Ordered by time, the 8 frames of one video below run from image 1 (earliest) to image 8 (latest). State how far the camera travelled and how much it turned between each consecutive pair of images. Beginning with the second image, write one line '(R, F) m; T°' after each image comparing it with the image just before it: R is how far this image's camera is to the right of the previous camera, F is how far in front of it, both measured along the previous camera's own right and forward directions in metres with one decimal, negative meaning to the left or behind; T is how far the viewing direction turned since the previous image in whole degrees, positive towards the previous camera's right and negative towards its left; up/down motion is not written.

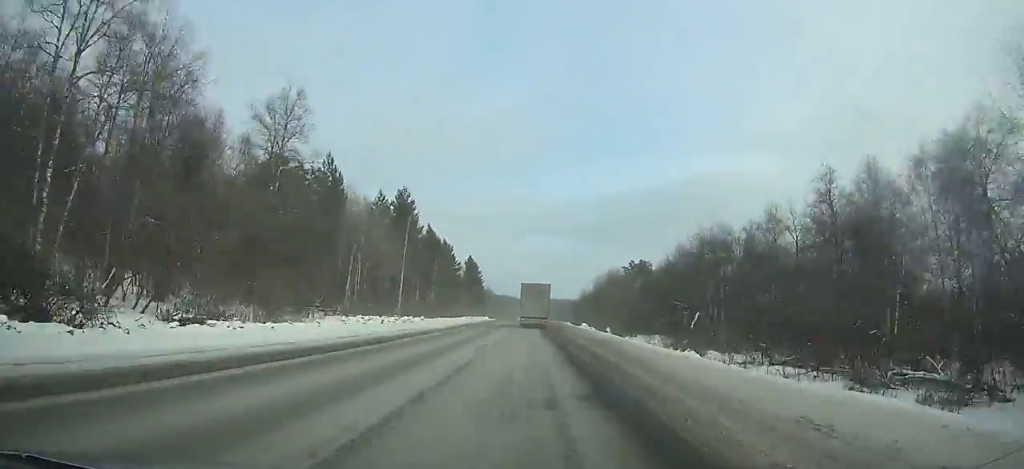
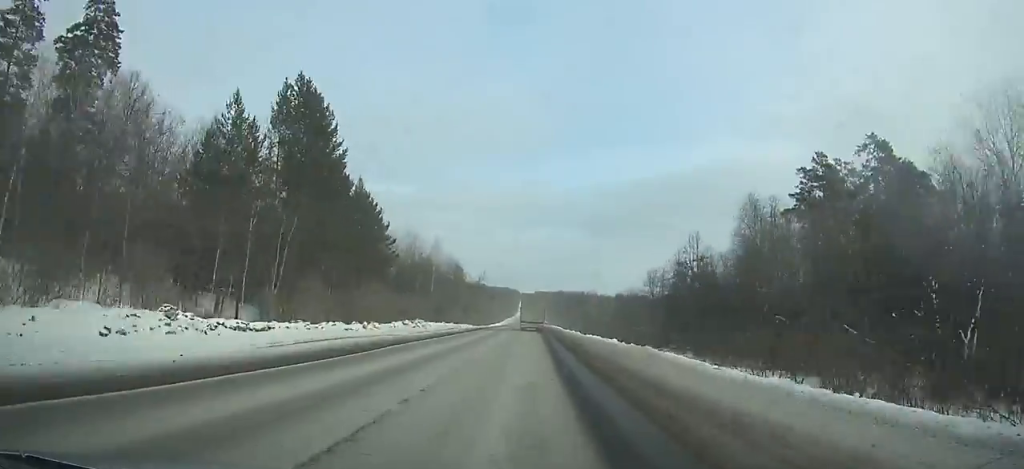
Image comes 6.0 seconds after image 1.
(-0.5, +137.1) m; 0°
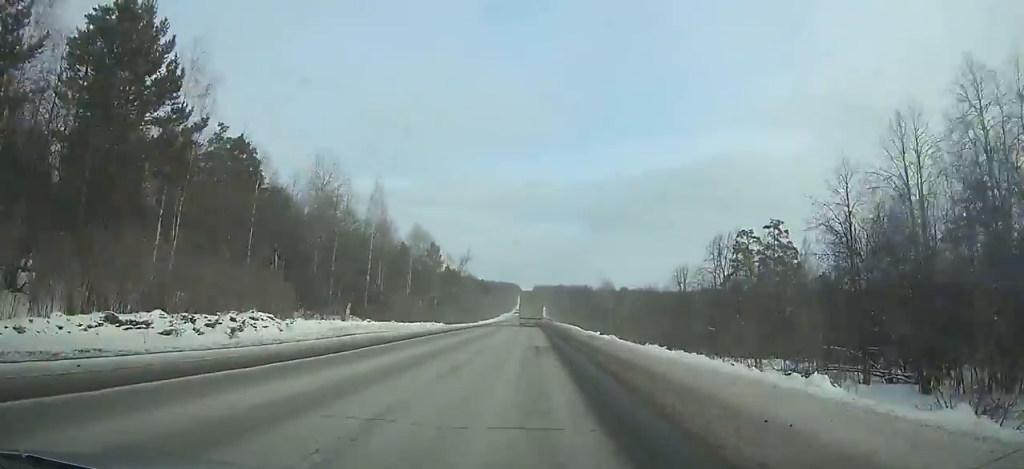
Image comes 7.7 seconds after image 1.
(0.0, +39.6) m; 0°
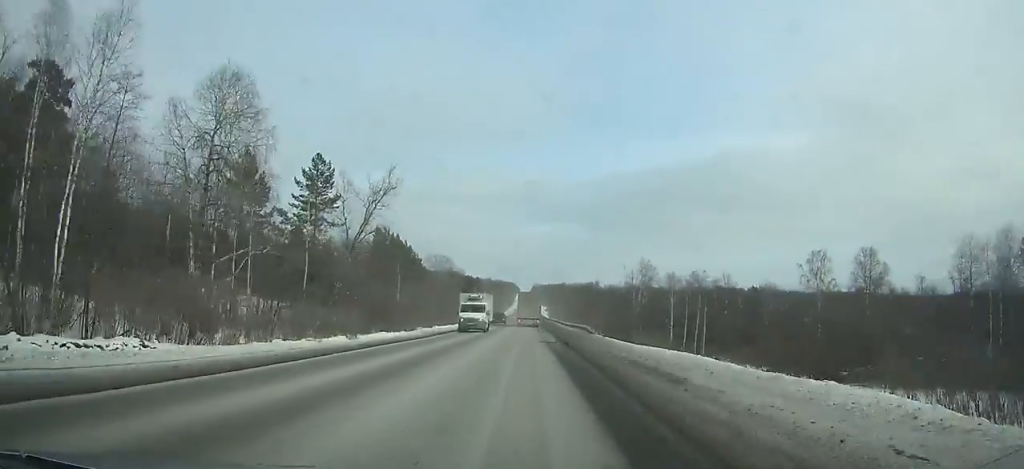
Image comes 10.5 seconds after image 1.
(0.0, +66.1) m; 0°
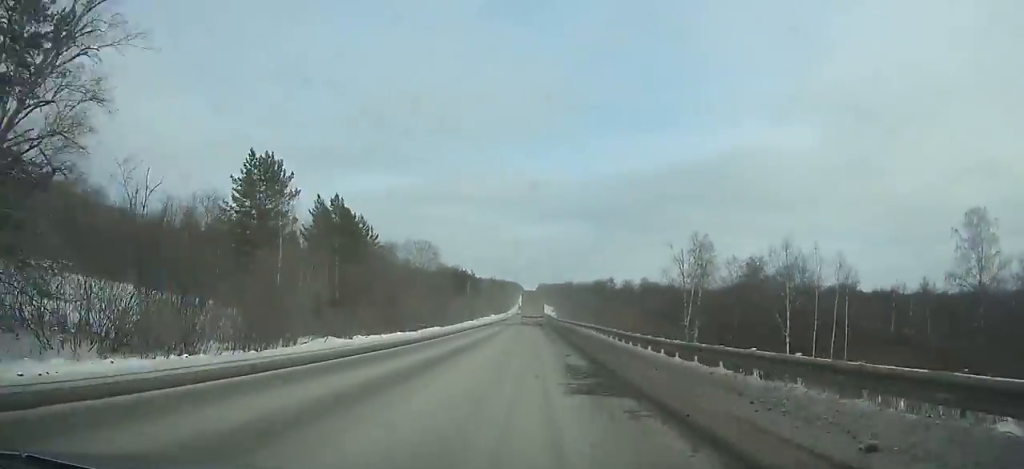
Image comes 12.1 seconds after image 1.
(+0.1, +38.3) m; 0°
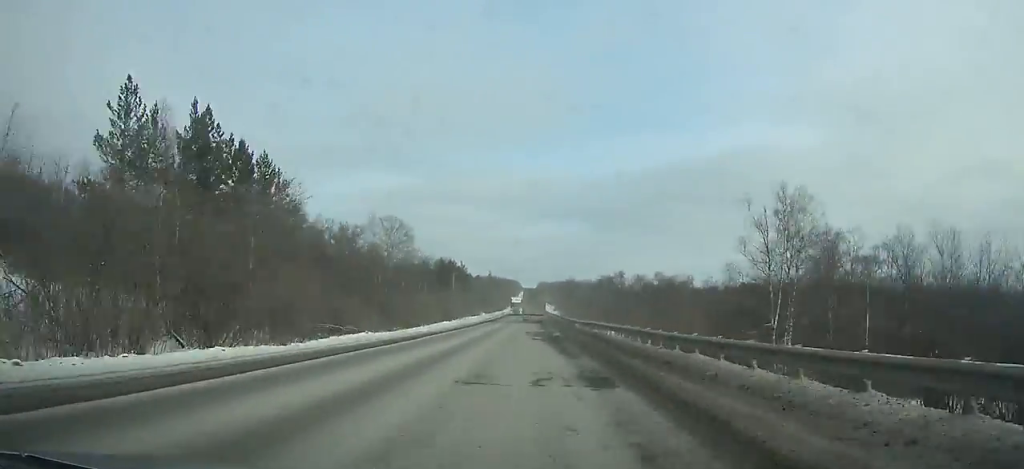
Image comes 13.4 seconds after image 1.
(0.0, +31.1) m; 0°
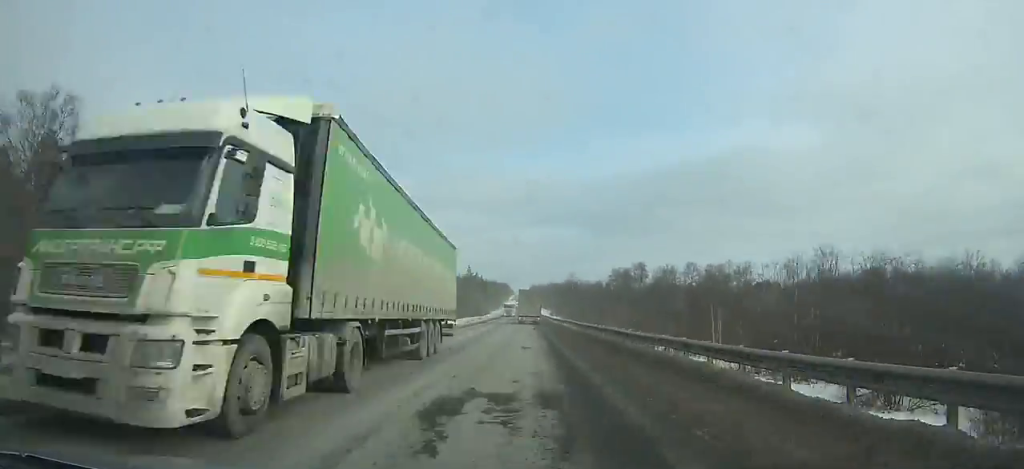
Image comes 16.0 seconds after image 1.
(0.0, +62.6) m; 0°
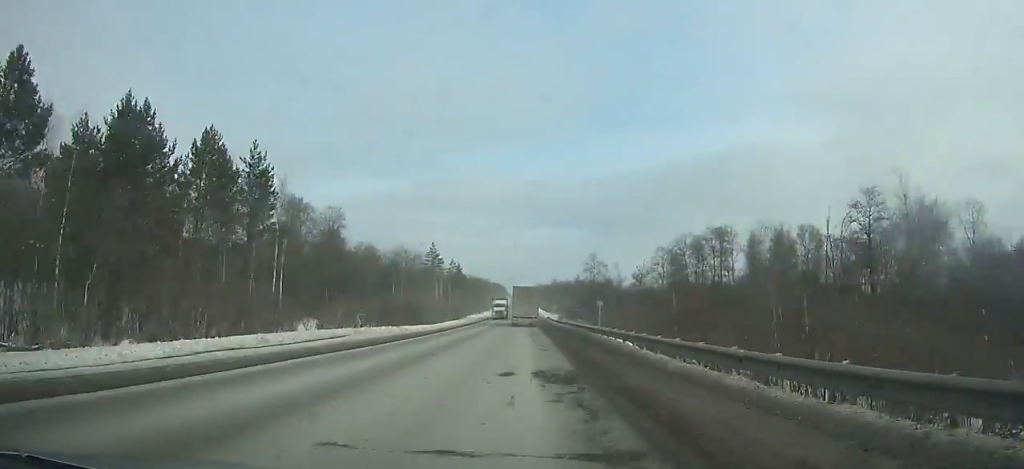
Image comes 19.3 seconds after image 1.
(+0.2, +79.0) m; 0°
